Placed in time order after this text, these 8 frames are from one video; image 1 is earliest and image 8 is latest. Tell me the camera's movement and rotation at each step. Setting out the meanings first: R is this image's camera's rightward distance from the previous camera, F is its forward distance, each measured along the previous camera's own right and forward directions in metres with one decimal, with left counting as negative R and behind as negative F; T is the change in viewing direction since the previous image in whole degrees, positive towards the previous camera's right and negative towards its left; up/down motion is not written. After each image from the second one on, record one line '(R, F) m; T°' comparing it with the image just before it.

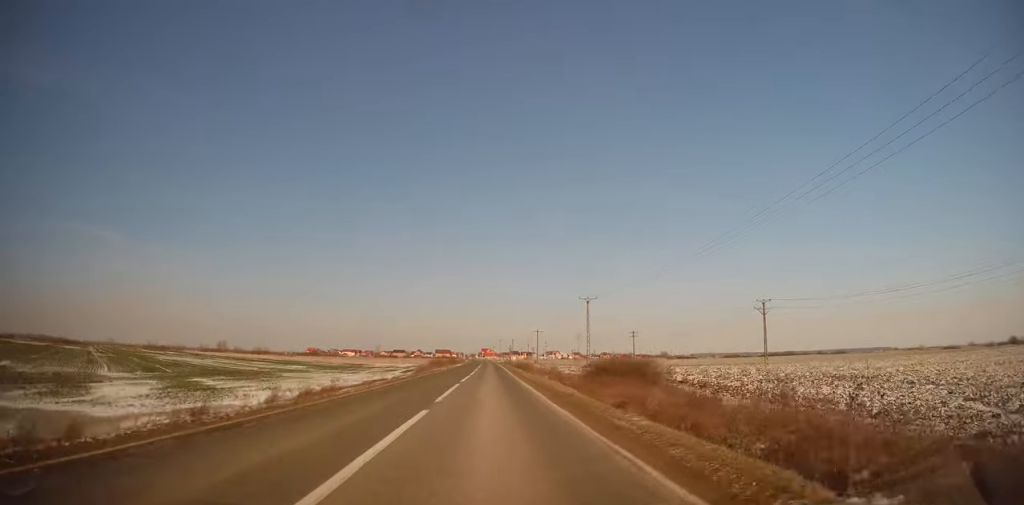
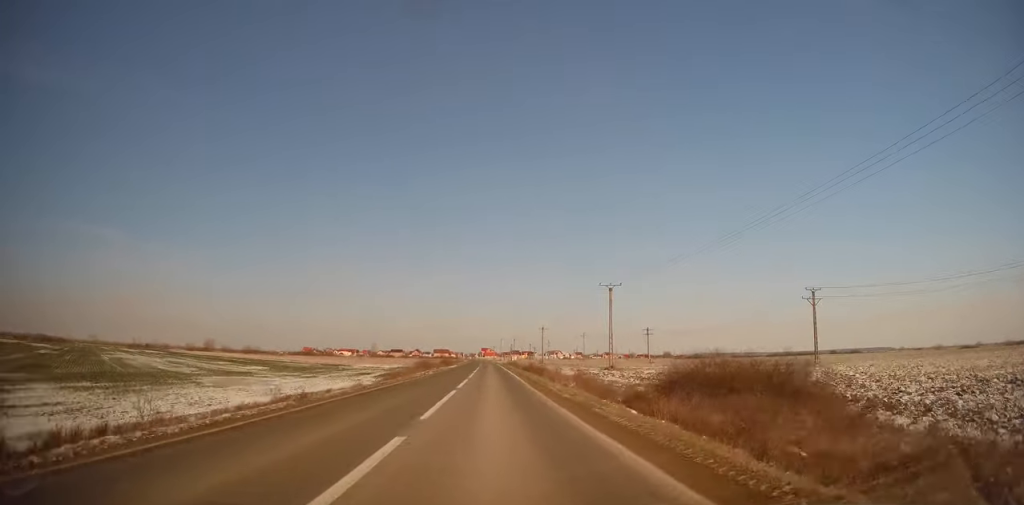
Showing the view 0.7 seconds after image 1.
(+0.2, +15.8) m; +1°
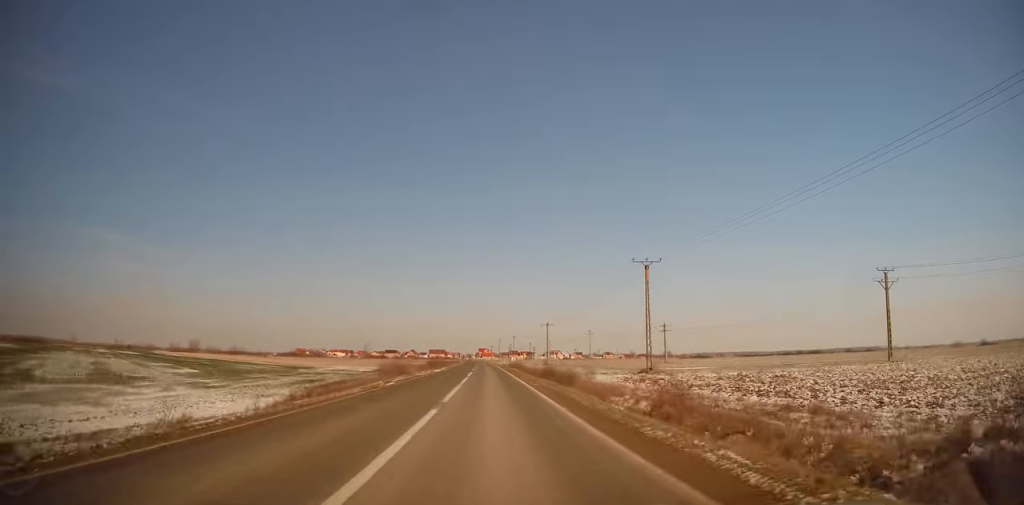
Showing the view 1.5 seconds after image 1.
(0.0, +17.3) m; +1°
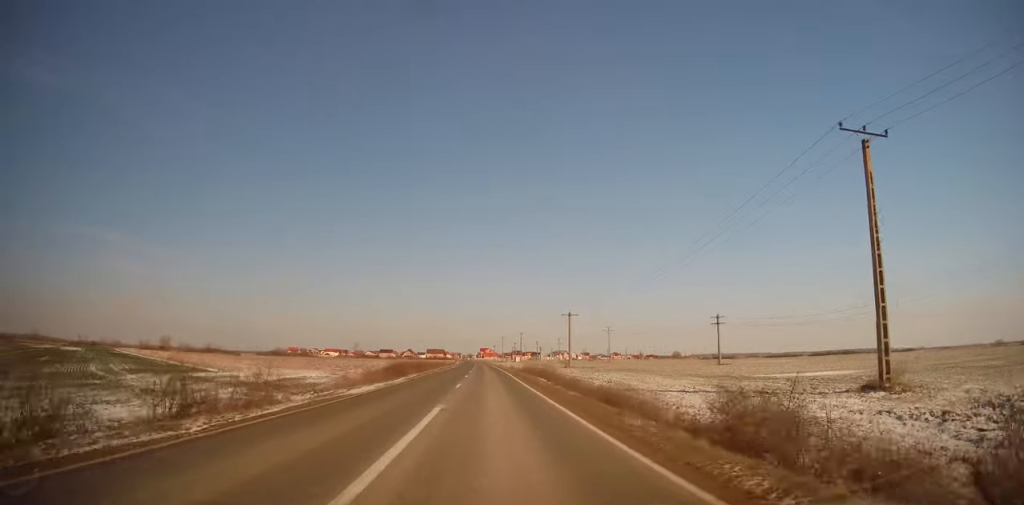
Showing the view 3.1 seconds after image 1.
(+0.4, +33.2) m; 0°
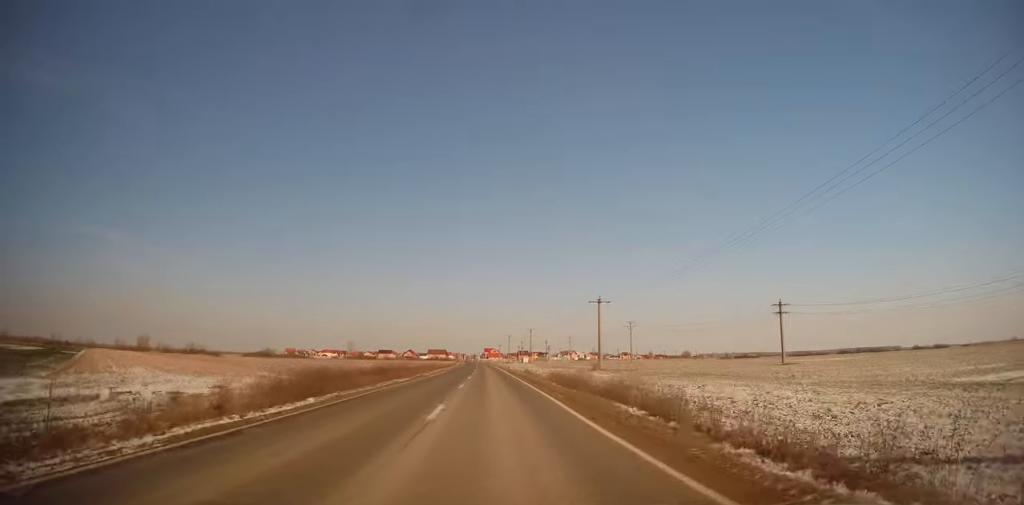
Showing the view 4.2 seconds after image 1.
(-0.3, +24.0) m; -1°
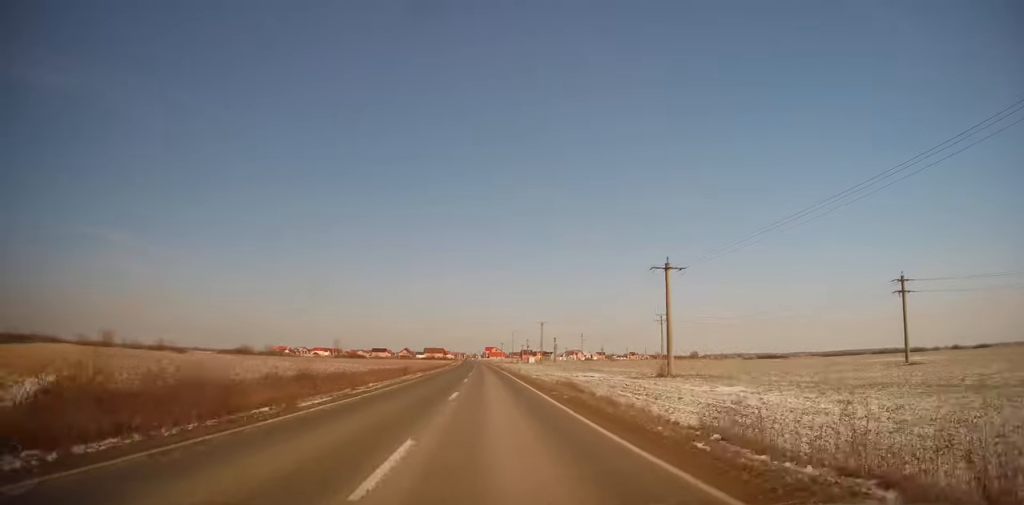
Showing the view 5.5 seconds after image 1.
(0.0, +30.2) m; 0°
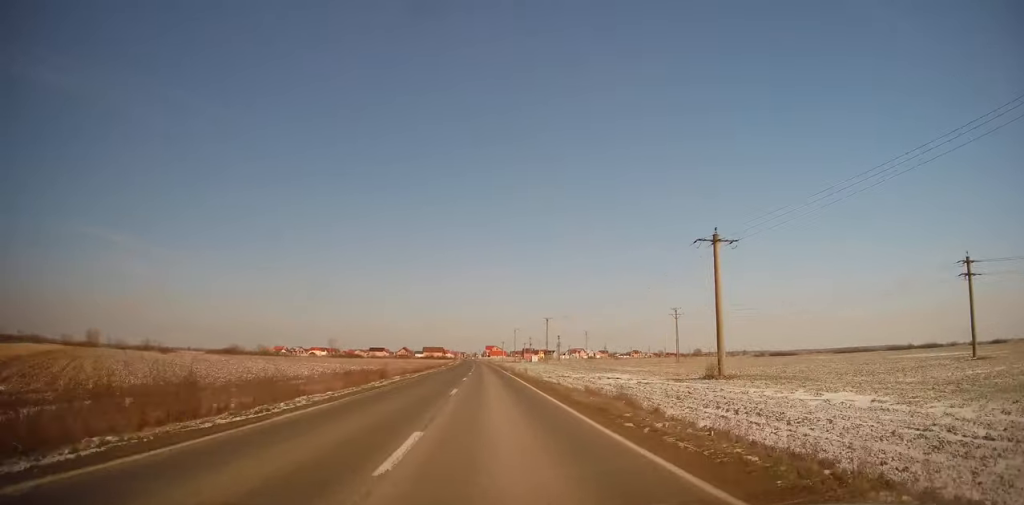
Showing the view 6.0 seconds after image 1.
(0.0, +11.1) m; 0°
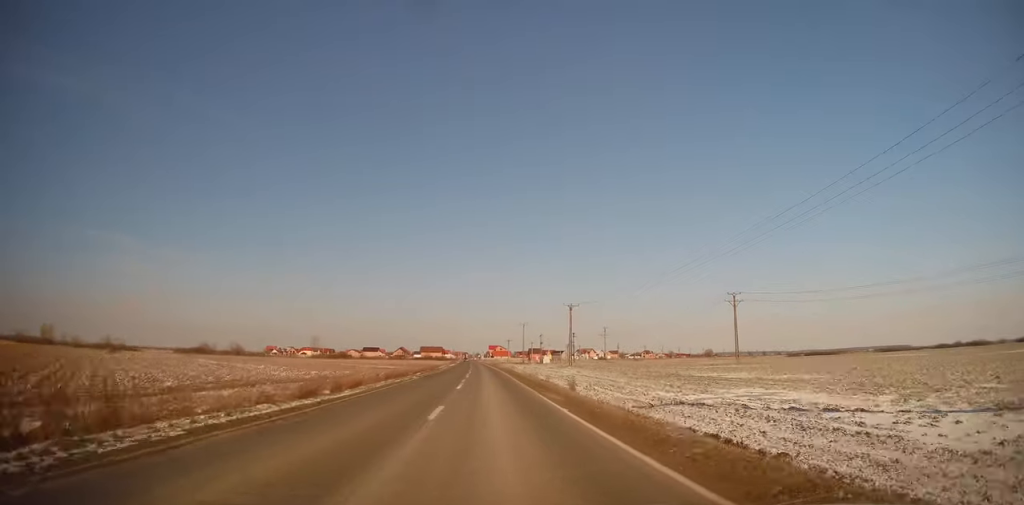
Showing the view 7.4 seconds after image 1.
(-0.2, +30.5) m; 0°
